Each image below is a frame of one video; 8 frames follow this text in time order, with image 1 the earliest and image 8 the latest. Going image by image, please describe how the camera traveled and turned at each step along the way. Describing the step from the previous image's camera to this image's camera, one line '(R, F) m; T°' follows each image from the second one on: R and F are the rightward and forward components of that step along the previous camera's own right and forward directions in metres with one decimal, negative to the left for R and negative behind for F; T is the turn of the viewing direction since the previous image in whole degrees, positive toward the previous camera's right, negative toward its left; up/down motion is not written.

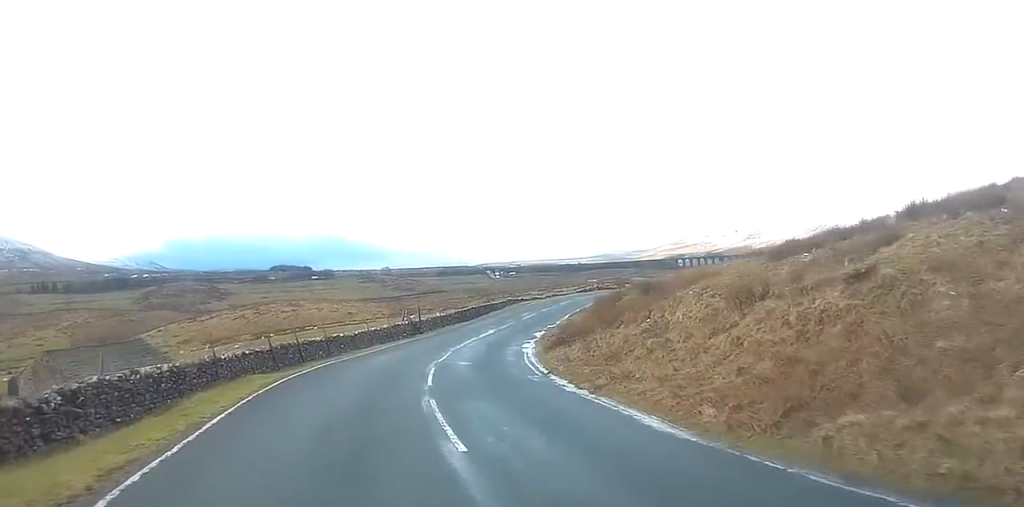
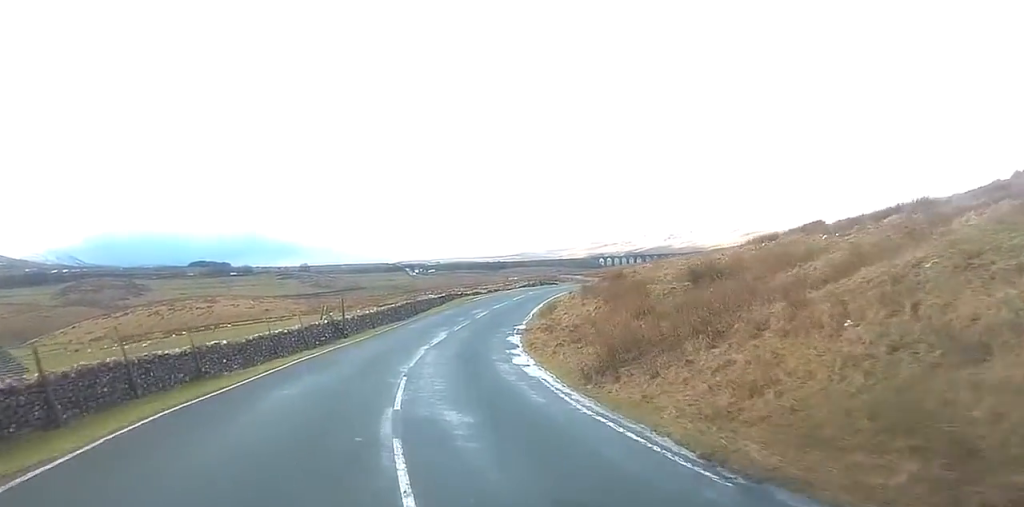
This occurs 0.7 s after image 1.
(+0.2, +14.2) m; +5°
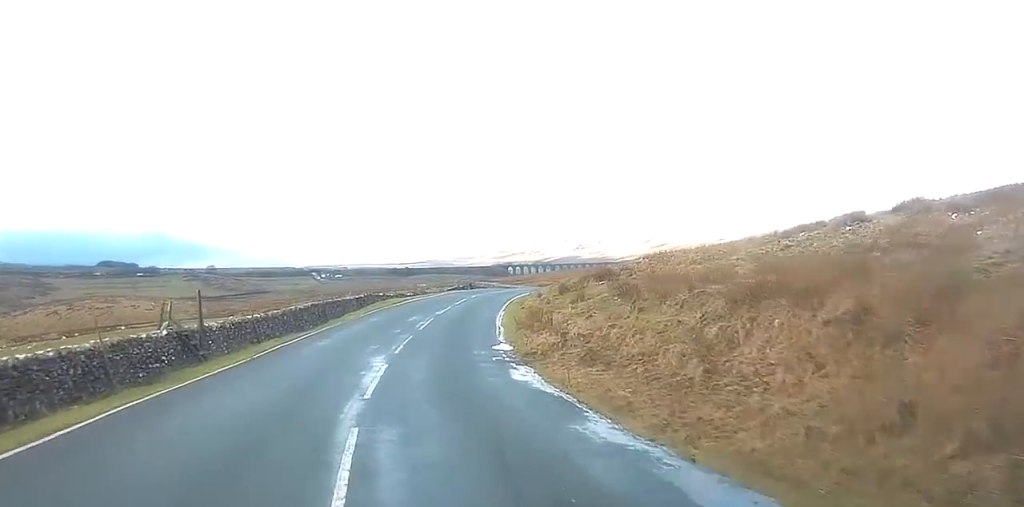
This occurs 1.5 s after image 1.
(+1.3, +17.3) m; +6°
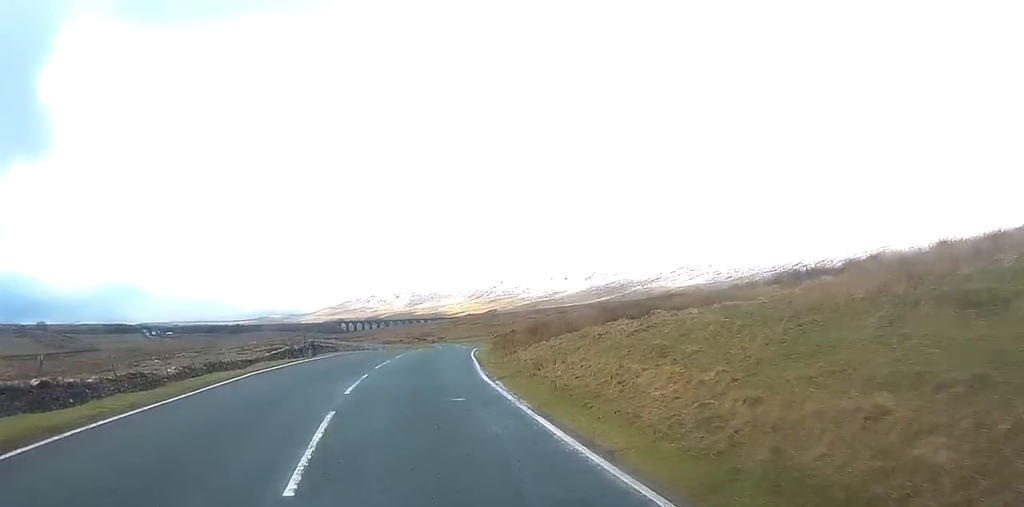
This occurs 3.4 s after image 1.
(+3.8, +41.3) m; +9°
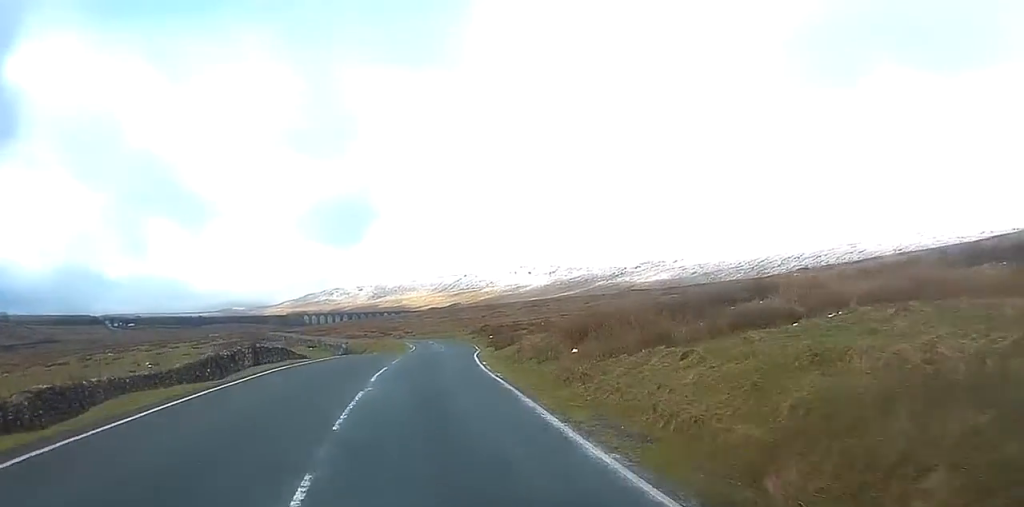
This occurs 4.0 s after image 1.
(+0.2, +13.8) m; +3°
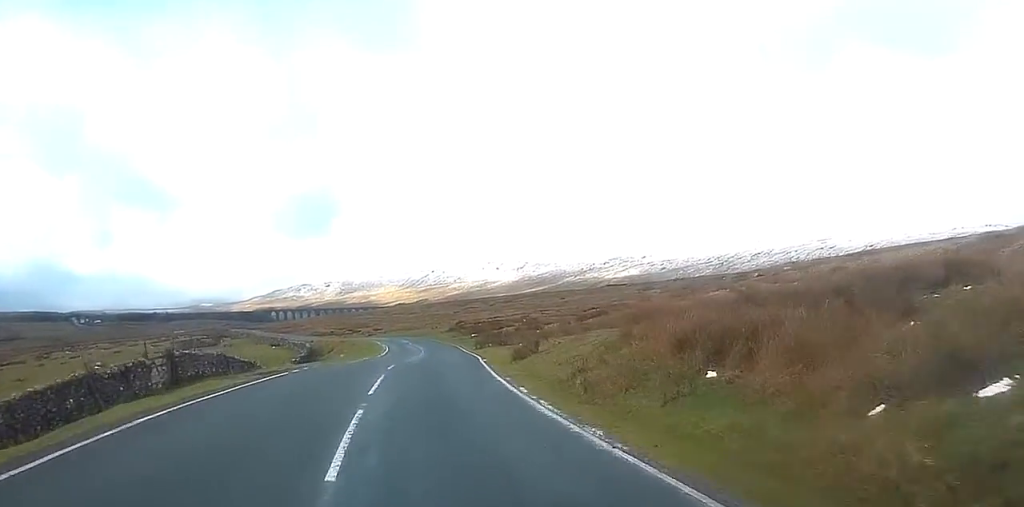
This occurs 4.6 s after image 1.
(+0.2, +12.4) m; +3°
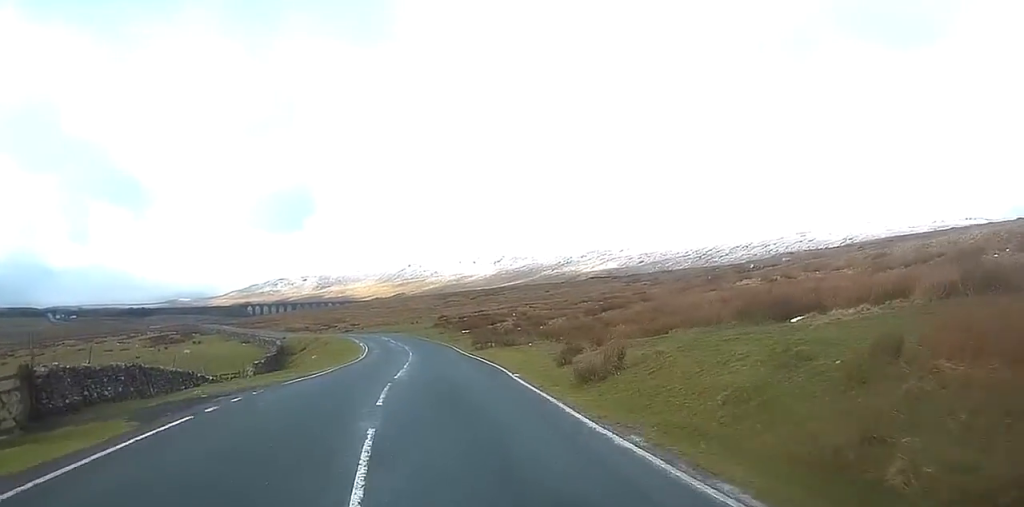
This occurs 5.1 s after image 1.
(+0.4, +11.6) m; +2°
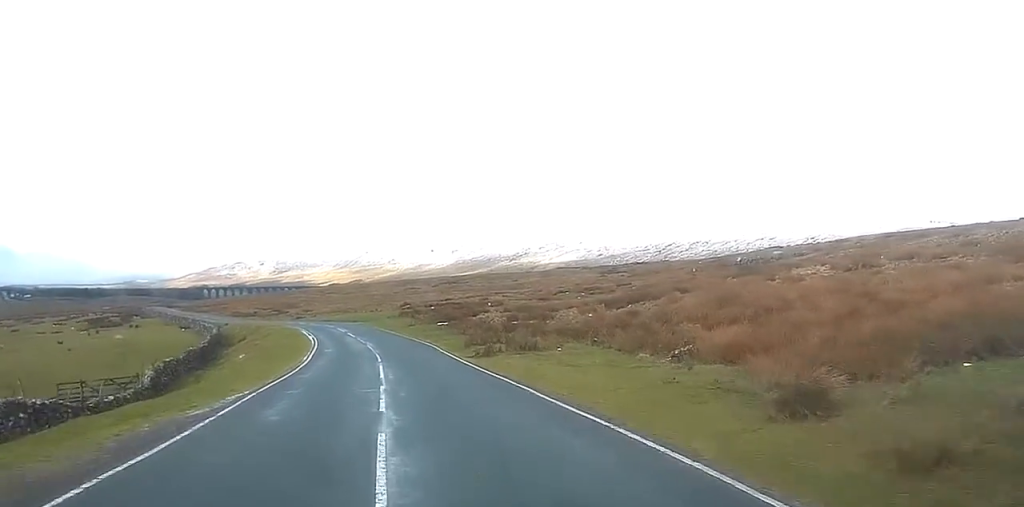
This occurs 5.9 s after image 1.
(+0.7, +17.7) m; +3°
